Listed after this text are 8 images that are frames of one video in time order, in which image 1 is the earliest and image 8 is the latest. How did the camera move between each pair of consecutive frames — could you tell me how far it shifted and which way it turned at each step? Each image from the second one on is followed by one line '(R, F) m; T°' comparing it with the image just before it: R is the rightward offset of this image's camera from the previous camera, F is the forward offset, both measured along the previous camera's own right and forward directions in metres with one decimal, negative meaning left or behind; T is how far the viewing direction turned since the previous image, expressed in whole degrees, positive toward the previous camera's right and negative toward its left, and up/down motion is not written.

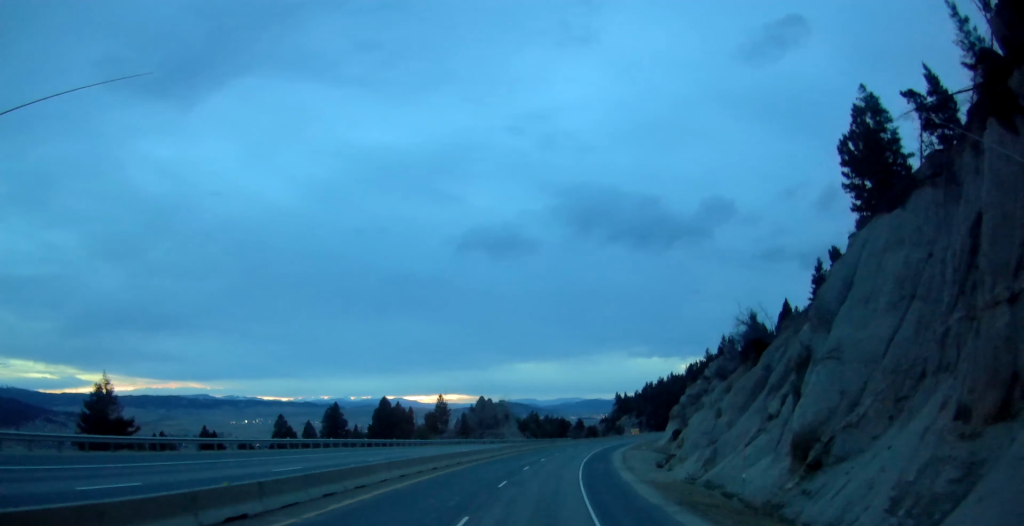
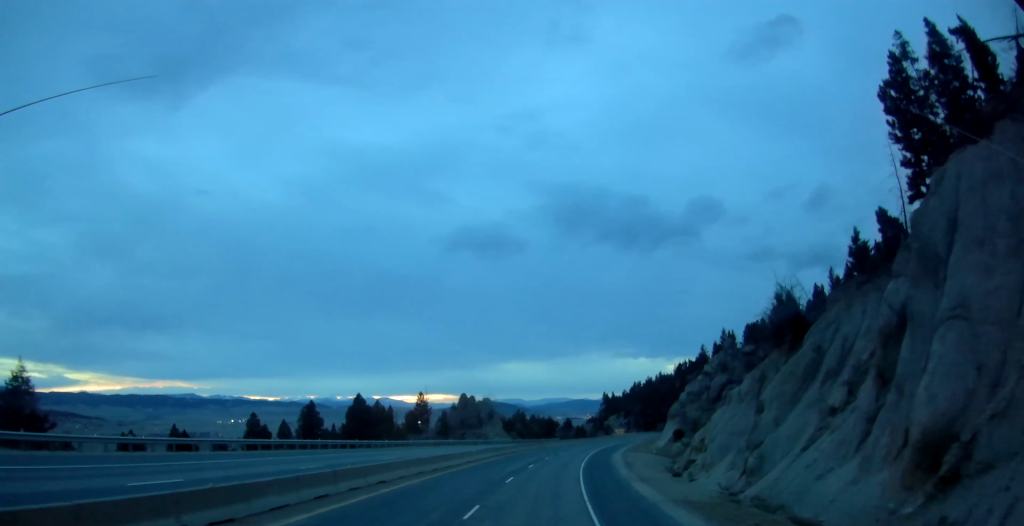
(+0.2, +9.6) m; +2°
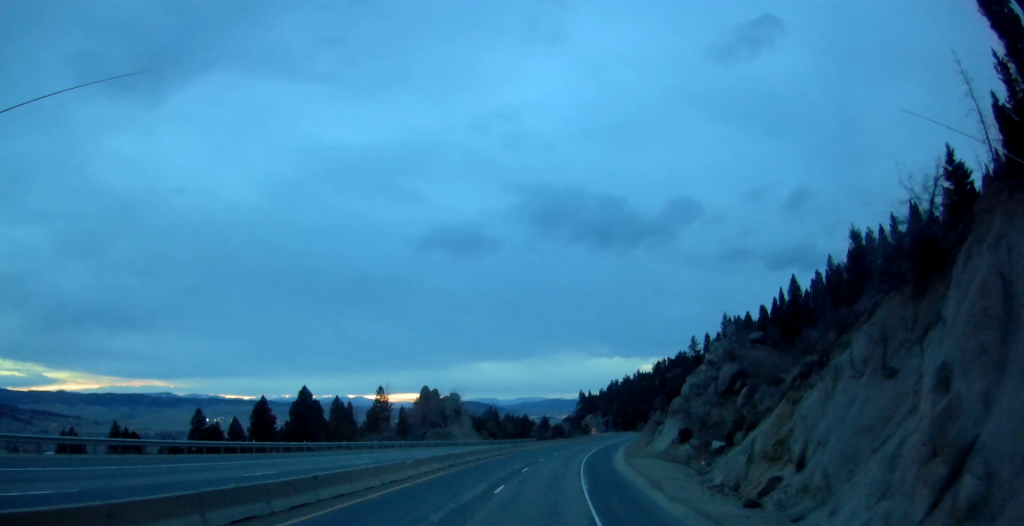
(+0.4, +17.0) m; +3°
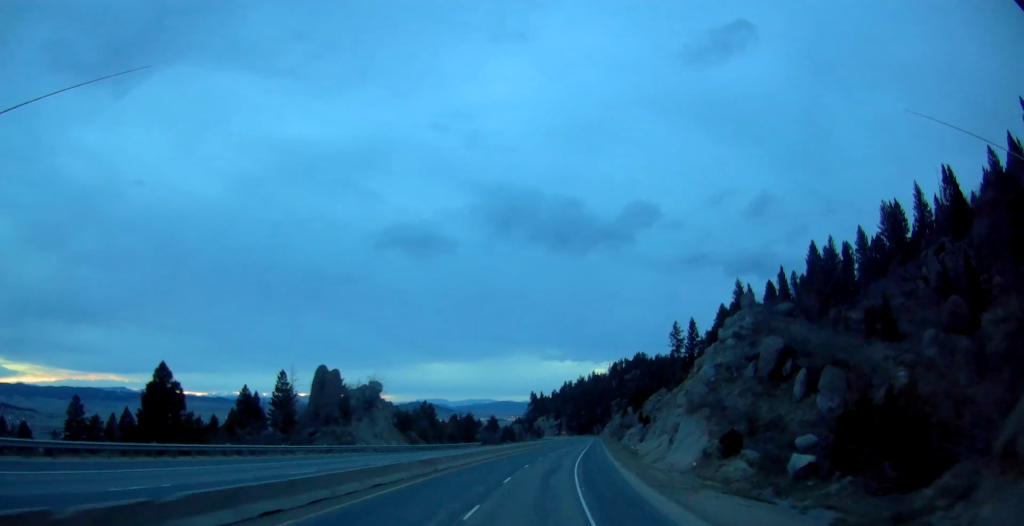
(+1.8, +31.0) m; +6°
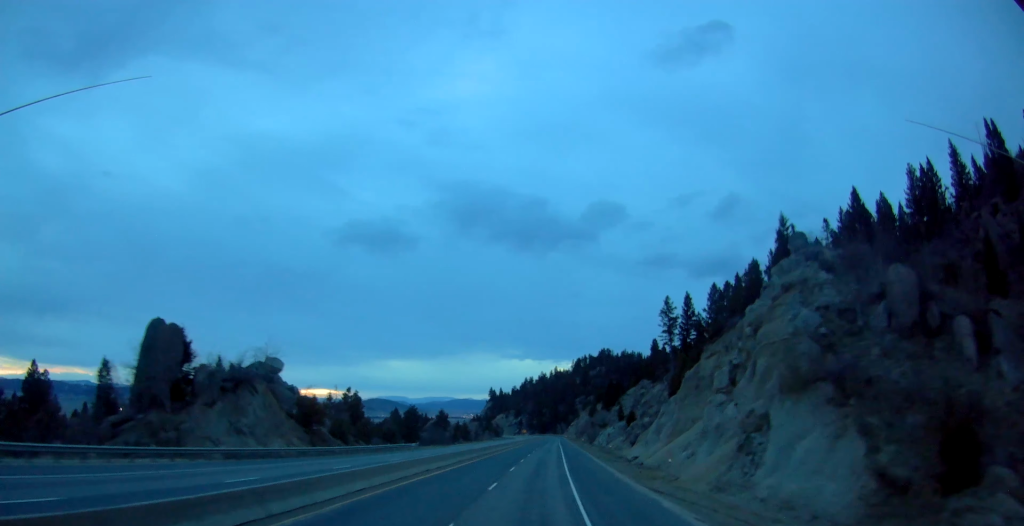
(+1.1, +28.3) m; +3°
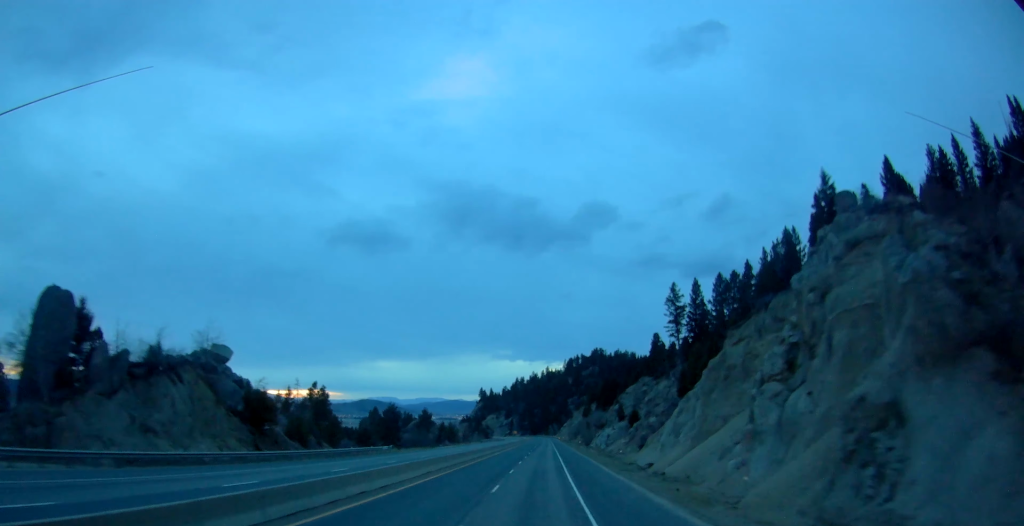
(+0.1, +10.9) m; +1°
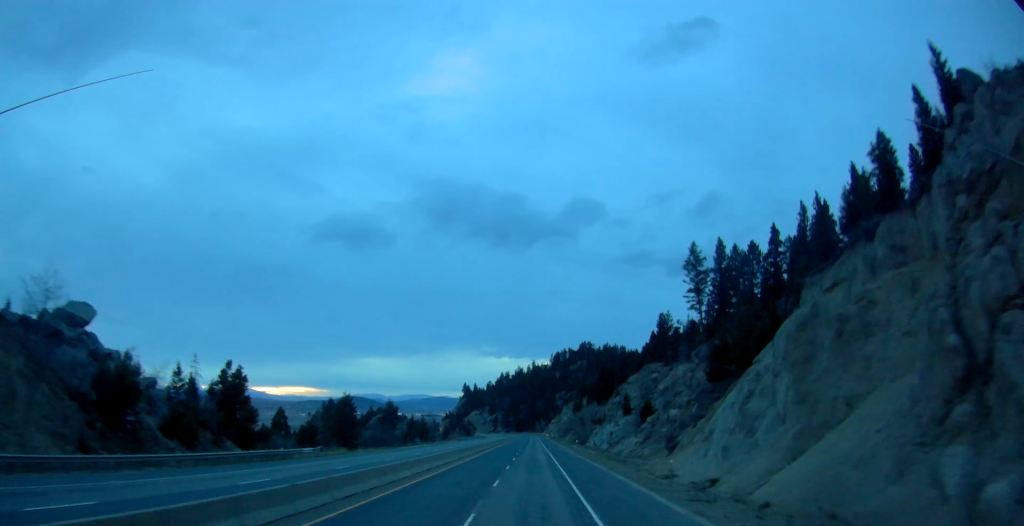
(+0.1, +22.4) m; +2°
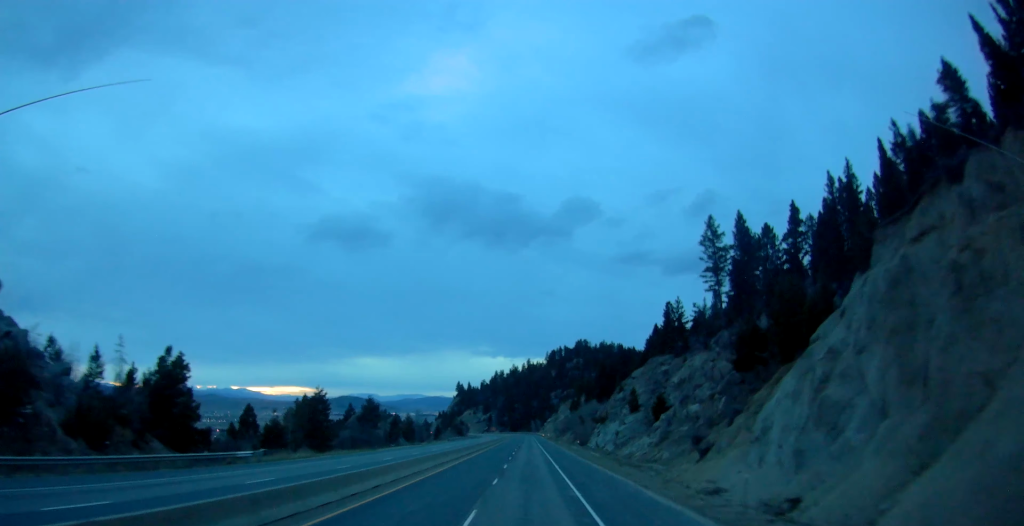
(+0.1, +11.2) m; +1°
